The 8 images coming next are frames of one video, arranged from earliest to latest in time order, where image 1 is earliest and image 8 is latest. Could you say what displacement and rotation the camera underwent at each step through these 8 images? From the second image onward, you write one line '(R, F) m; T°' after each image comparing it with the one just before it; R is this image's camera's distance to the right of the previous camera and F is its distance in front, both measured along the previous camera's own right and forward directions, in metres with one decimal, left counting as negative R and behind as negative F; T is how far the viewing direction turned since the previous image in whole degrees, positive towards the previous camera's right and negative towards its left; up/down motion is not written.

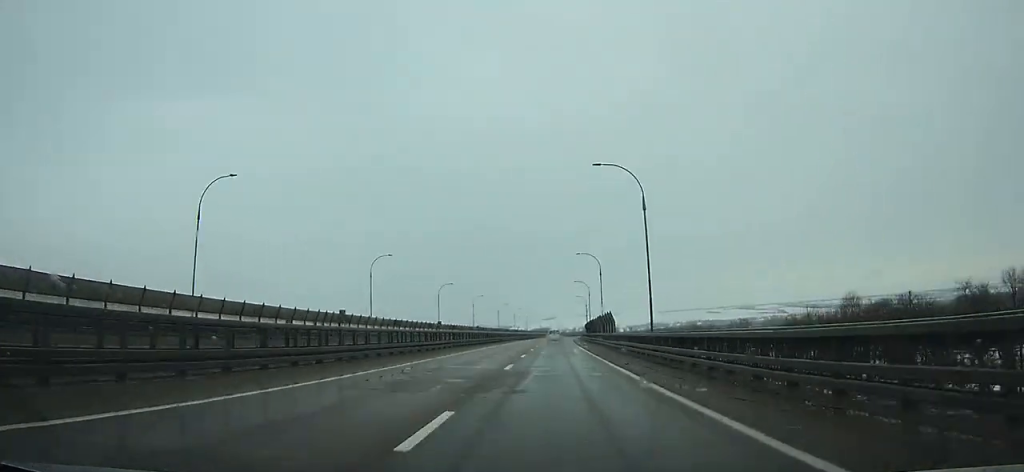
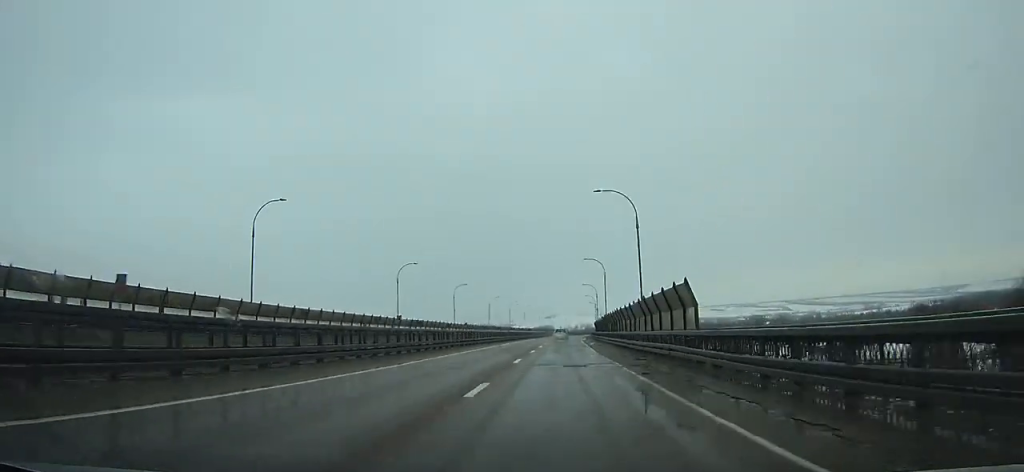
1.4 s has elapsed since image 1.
(+0.2, +31.4) m; +1°
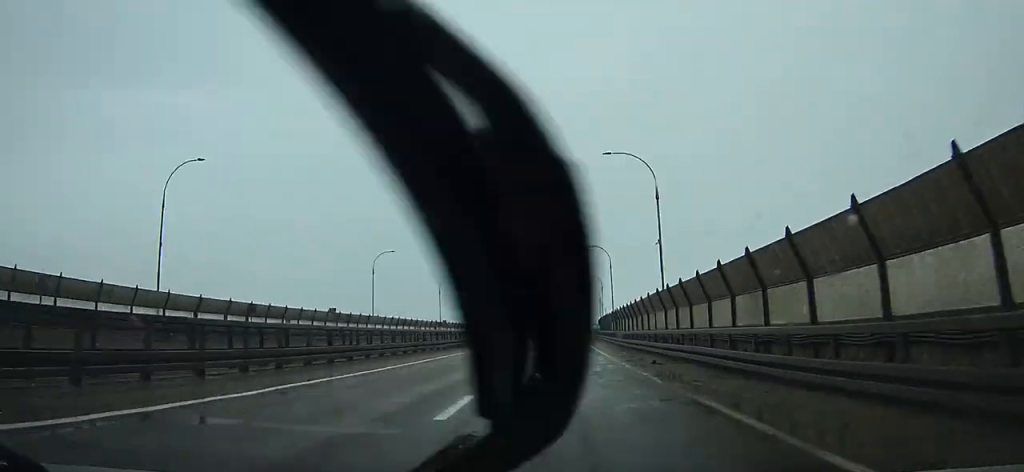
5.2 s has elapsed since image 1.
(+1.5, +85.9) m; +2°
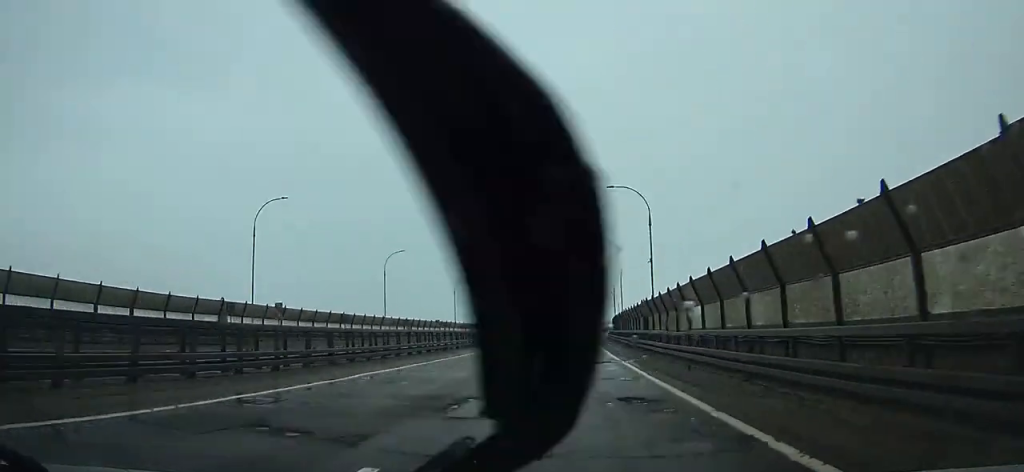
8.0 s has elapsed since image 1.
(+1.3, +63.5) m; +3°
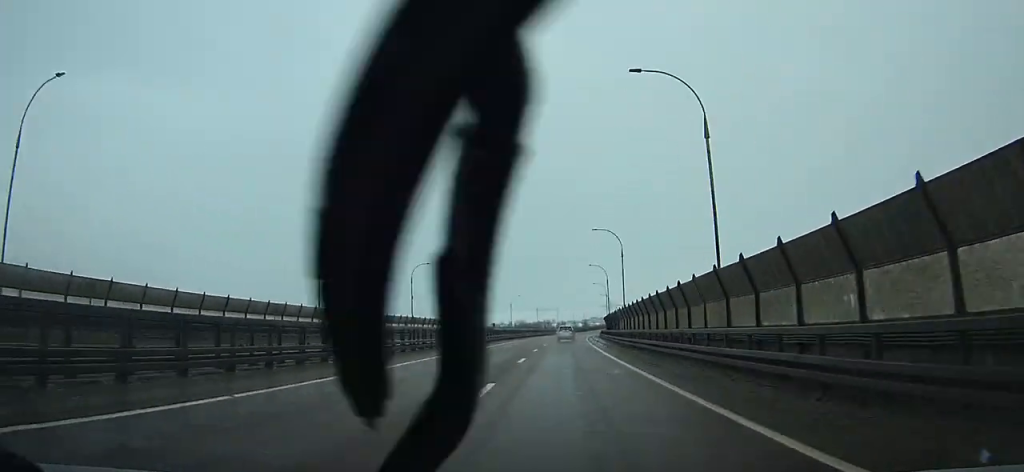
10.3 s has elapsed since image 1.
(+1.0, +52.2) m; +2°
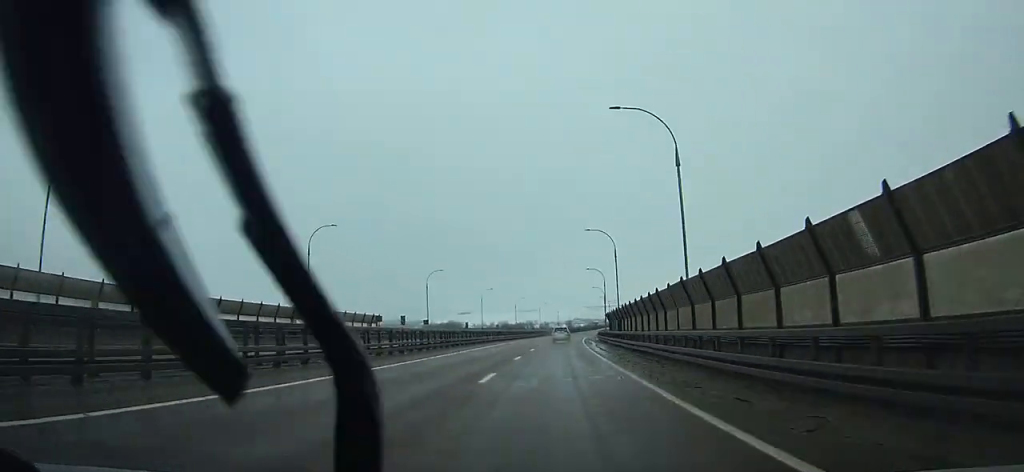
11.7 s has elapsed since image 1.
(+0.4, +31.7) m; +1°
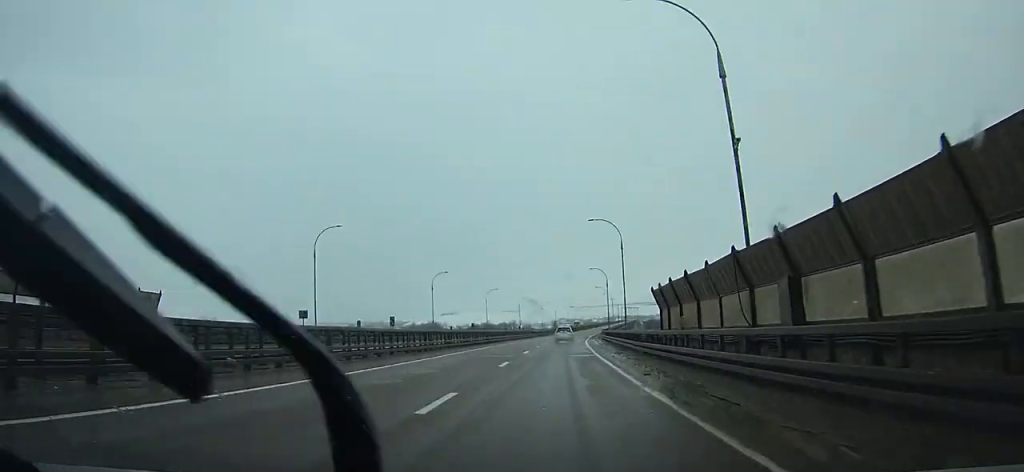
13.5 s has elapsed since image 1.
(+0.6, +40.7) m; +2°
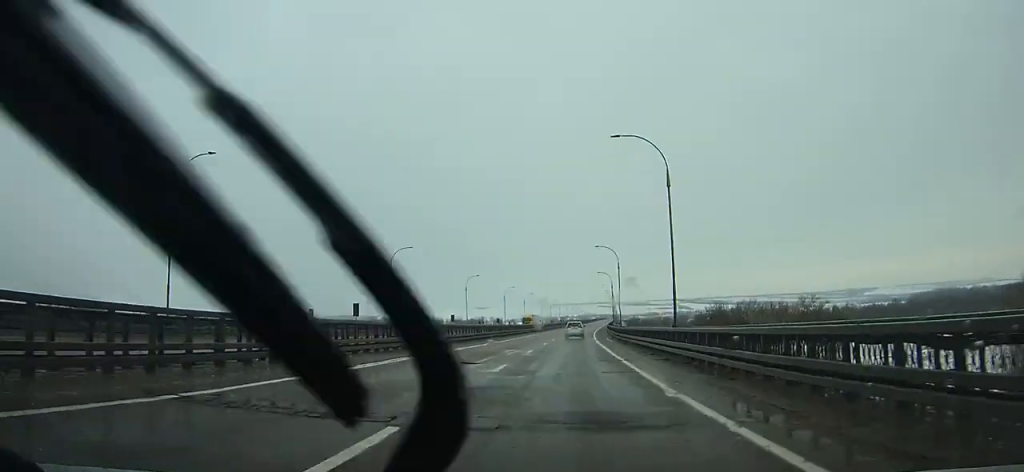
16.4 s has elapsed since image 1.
(+1.4, +65.7) m; +3°
